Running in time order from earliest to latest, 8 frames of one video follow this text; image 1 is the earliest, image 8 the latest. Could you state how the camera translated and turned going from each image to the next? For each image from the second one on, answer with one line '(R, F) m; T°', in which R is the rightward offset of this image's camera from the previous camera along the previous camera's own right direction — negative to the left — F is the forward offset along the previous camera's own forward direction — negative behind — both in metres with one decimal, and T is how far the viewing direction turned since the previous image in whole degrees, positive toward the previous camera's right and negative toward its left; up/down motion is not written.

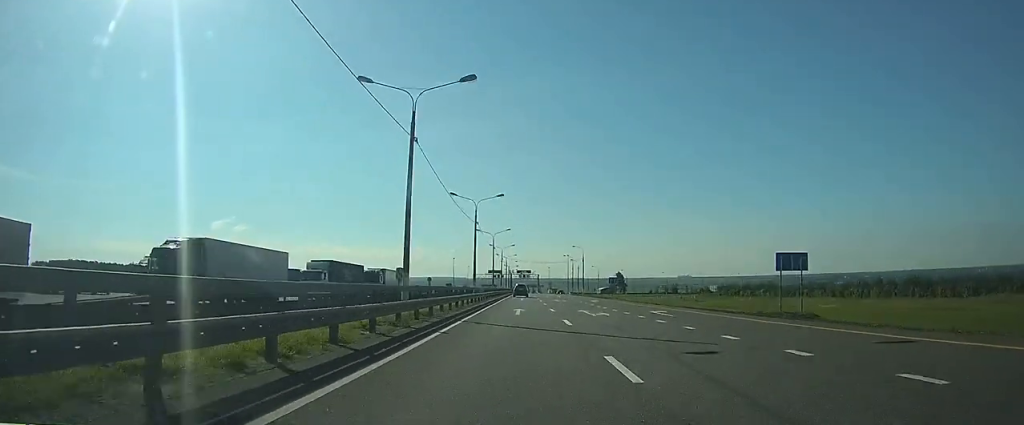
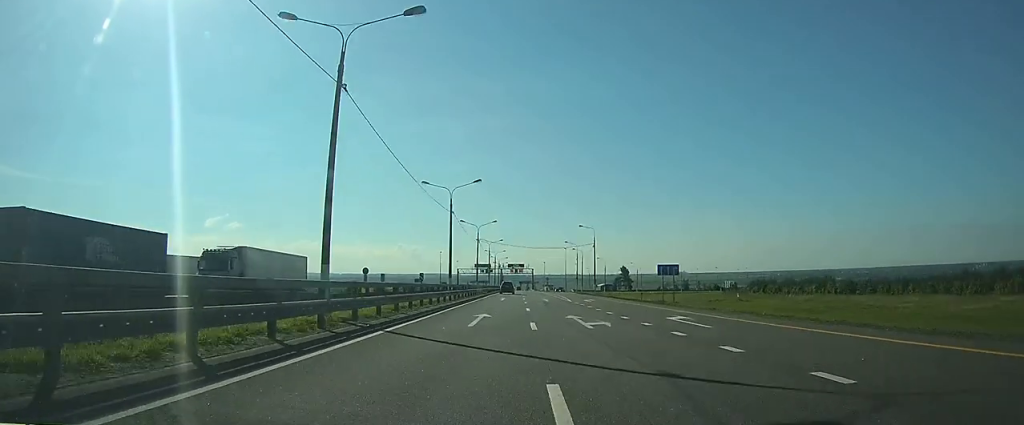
(+0.1, +38.9) m; 0°
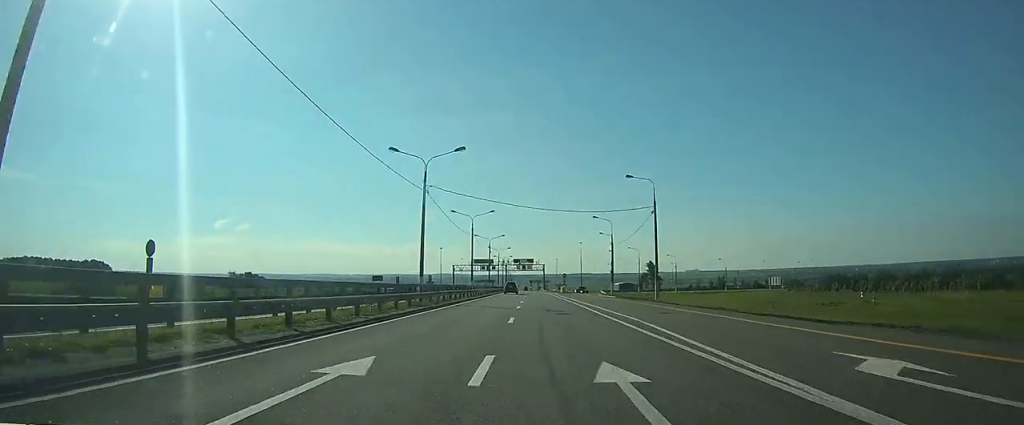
(0.0, +44.8) m; 0°
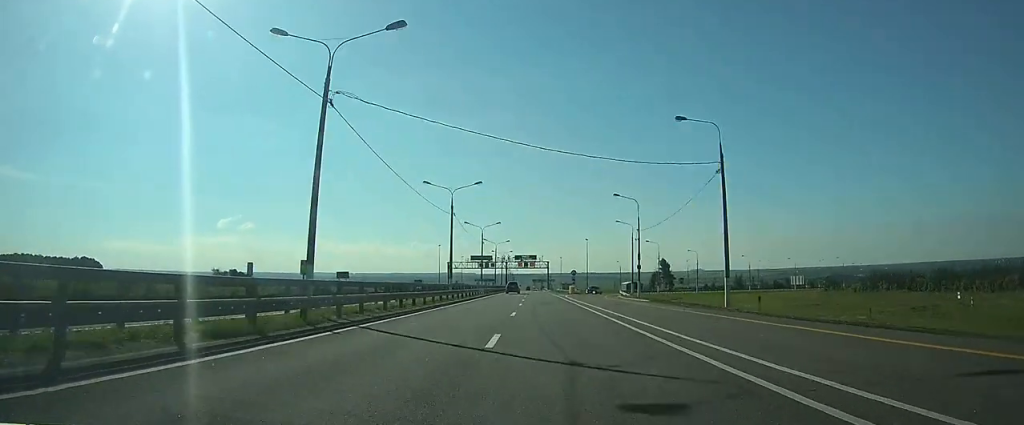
(0.0, +19.6) m; 0°
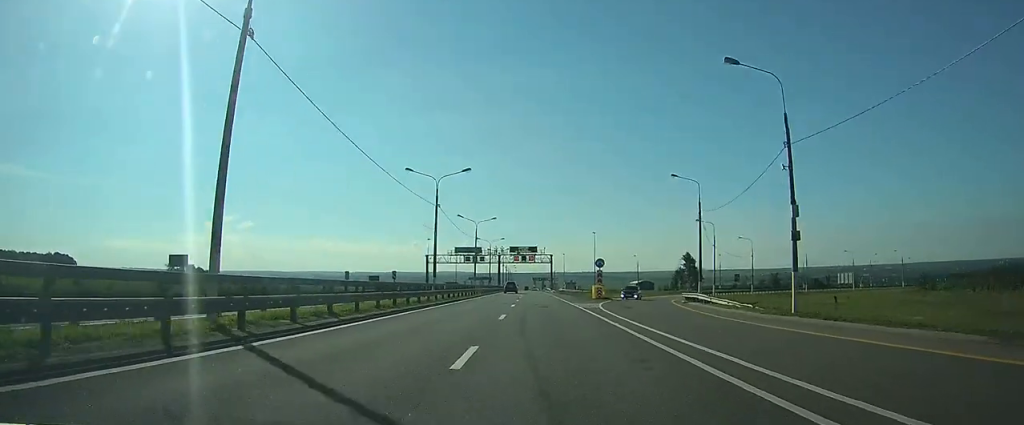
(-0.3, +38.6) m; -1°
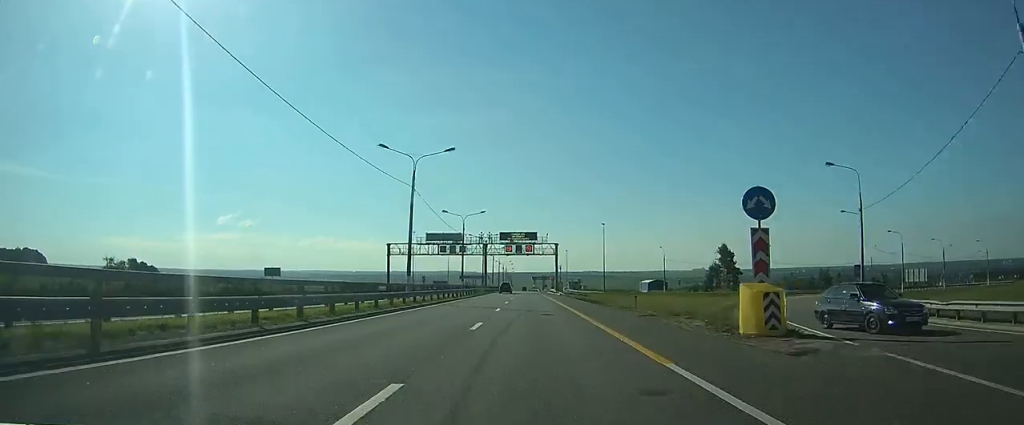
(-0.2, +39.9) m; 0°
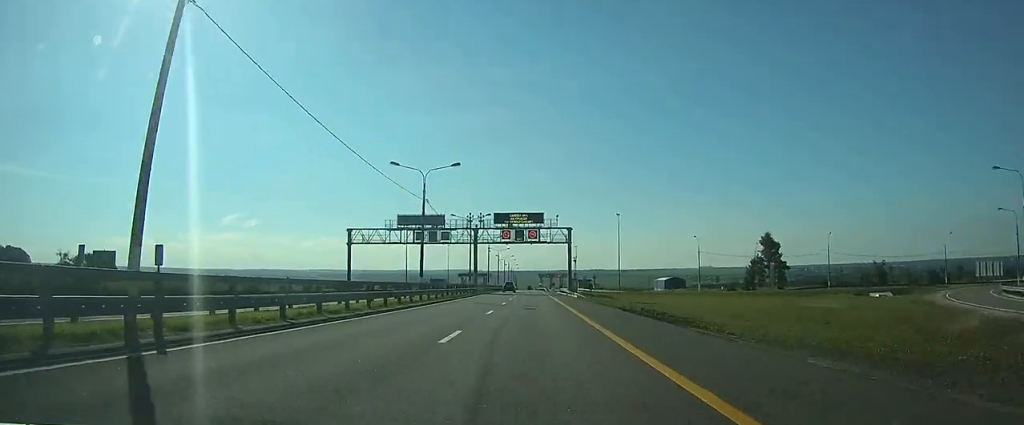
(0.0, +27.7) m; 0°
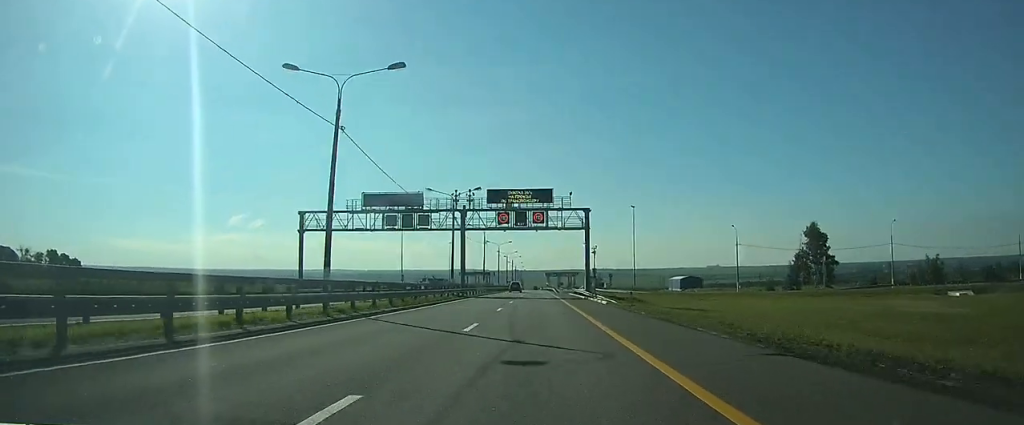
(0.0, +20.6) m; 0°
